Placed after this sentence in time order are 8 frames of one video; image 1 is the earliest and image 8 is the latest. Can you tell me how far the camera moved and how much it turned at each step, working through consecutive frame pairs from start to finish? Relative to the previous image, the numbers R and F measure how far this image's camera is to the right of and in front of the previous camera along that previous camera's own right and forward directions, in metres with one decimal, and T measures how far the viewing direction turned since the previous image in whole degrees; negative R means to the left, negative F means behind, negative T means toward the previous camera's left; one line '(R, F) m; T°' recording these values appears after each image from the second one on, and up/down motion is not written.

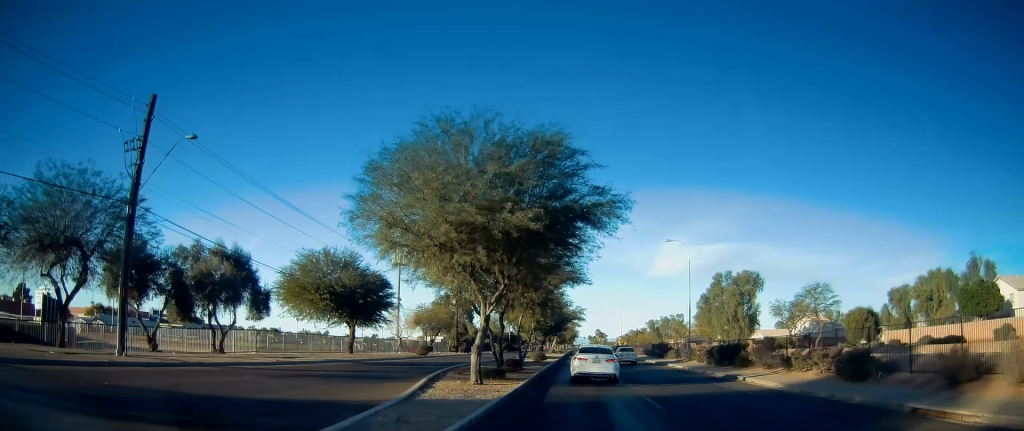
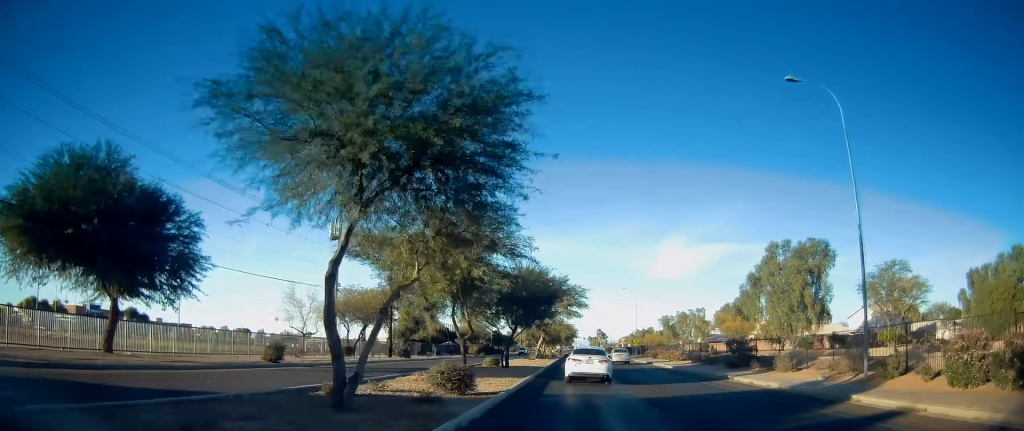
(+0.4, +33.2) m; +1°
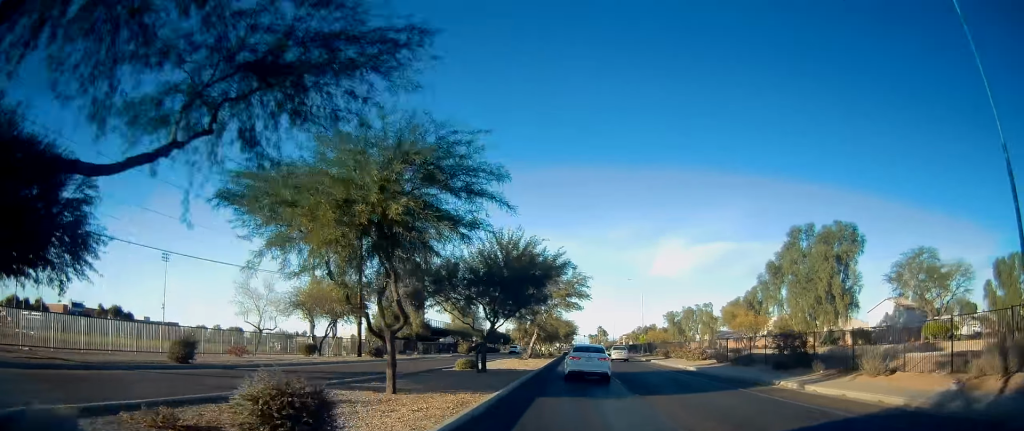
(0.0, +8.8) m; 0°
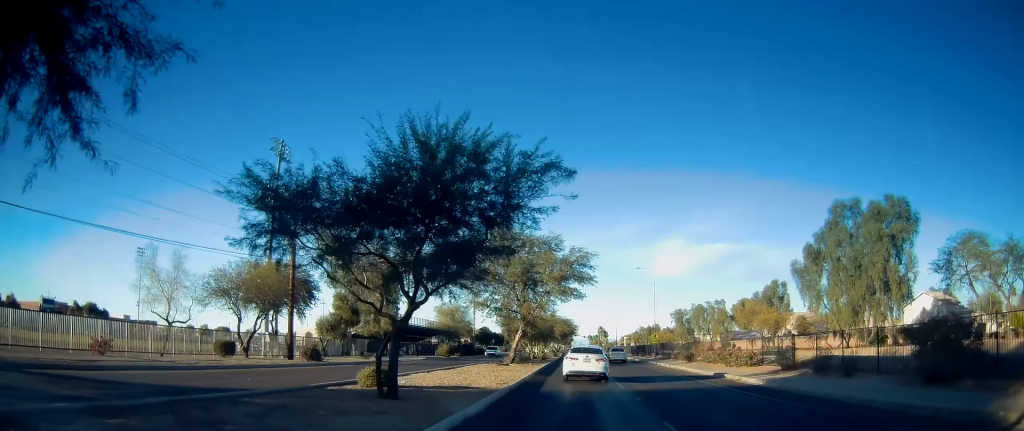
(0.0, +13.1) m; 0°
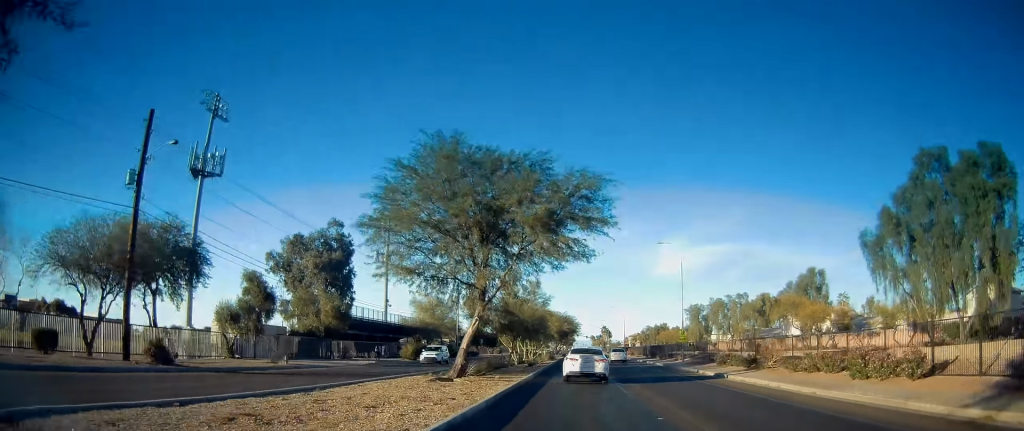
(0.0, +17.1) m; 0°
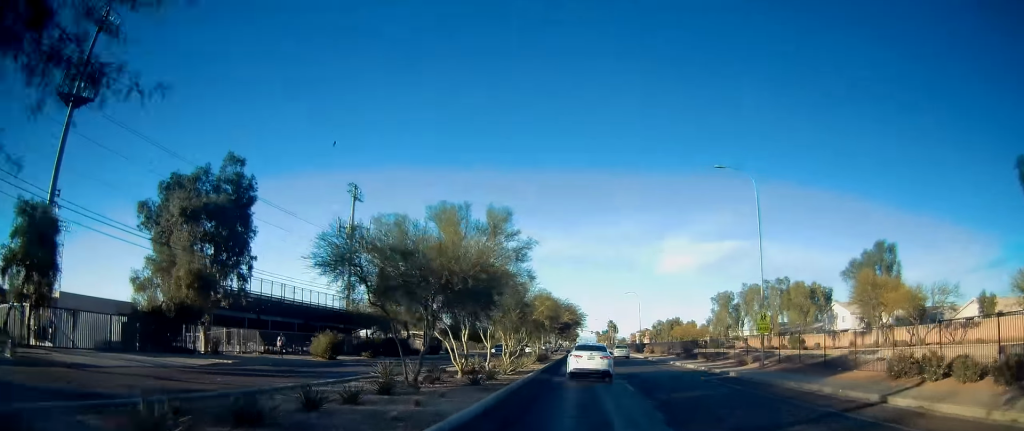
(0.0, +21.9) m; -2°
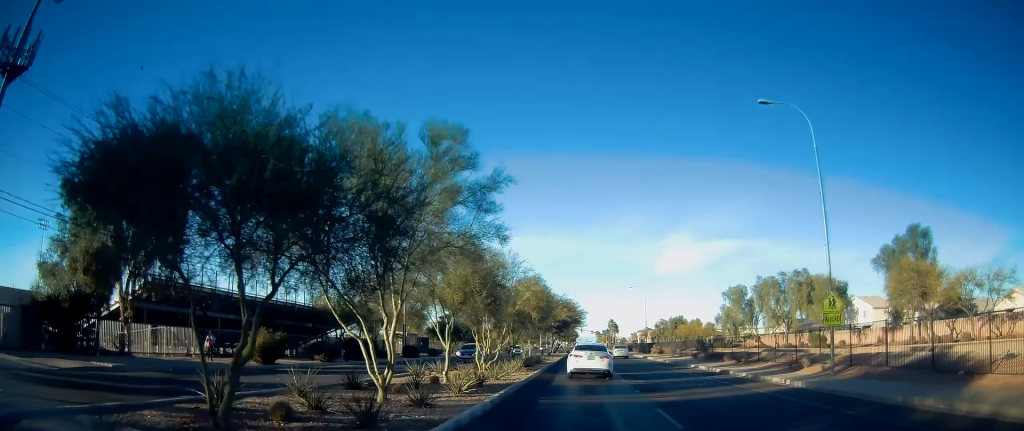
(-0.4, +8.7) m; 0°
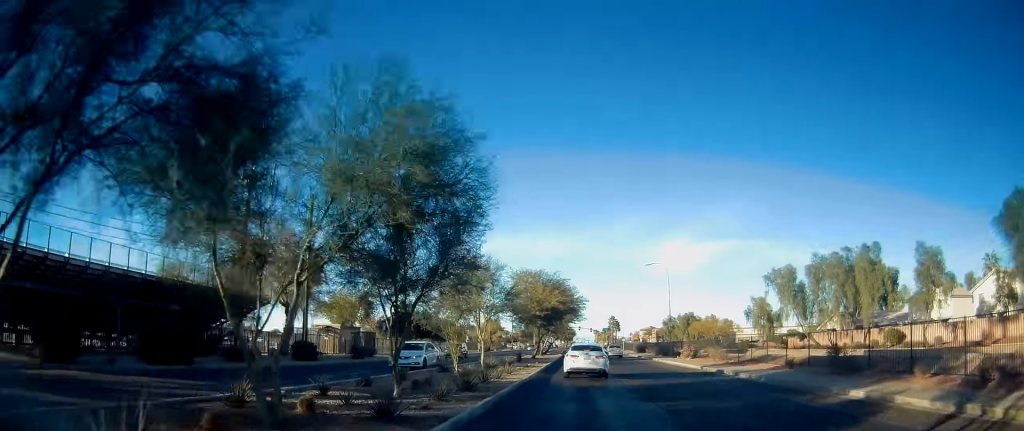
(+0.1, +23.8) m; +2°
